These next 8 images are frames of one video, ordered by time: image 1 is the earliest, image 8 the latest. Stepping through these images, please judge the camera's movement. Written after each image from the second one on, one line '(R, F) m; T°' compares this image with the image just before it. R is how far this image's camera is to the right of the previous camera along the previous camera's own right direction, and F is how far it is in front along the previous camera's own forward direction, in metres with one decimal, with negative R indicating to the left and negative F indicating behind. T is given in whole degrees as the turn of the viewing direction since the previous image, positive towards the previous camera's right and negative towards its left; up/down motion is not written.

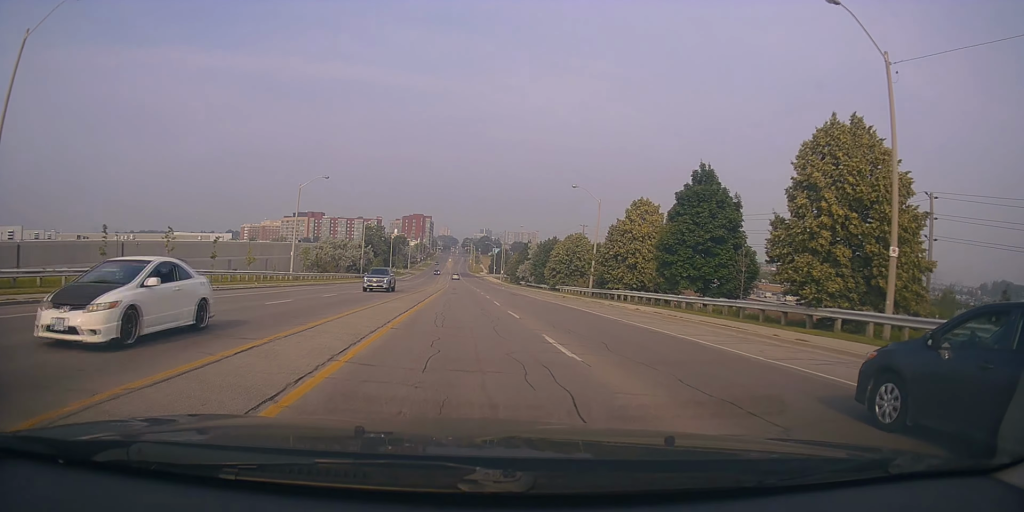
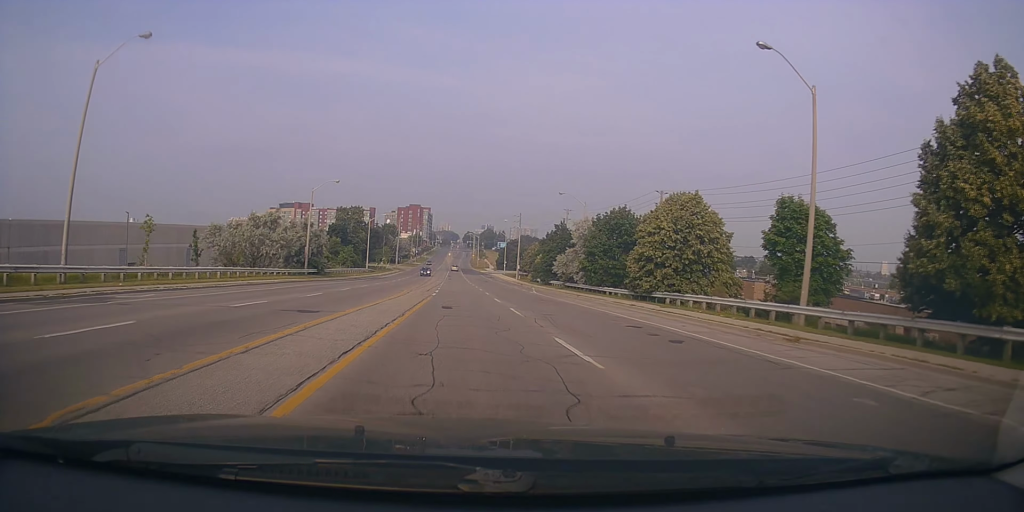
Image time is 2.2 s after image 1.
(+1.3, +38.6) m; +3°
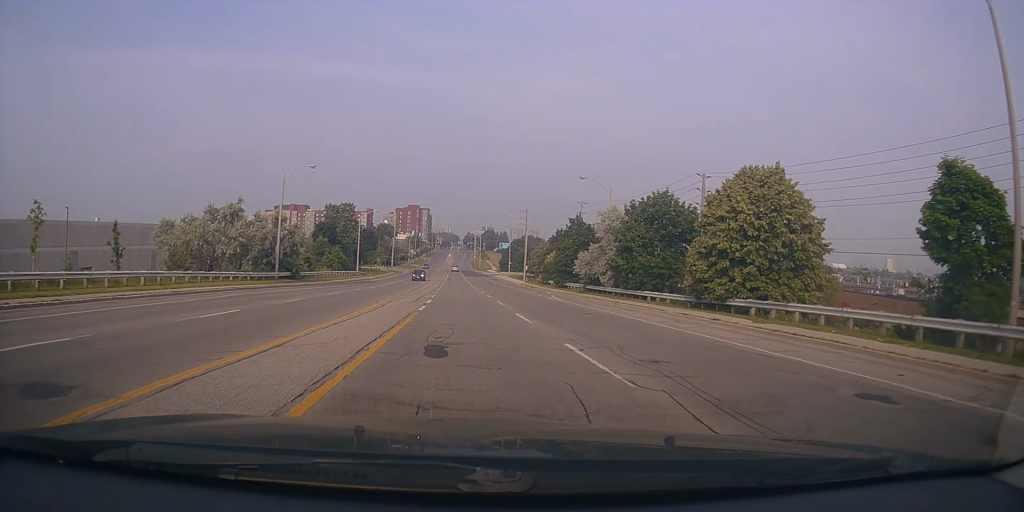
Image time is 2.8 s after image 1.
(0.0, +11.2) m; -1°
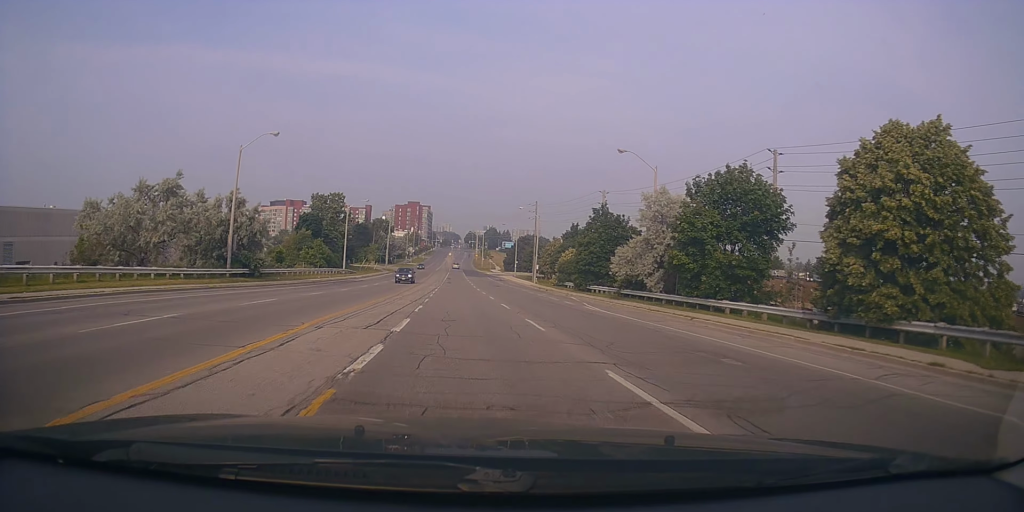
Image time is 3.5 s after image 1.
(0.0, +12.4) m; -1°
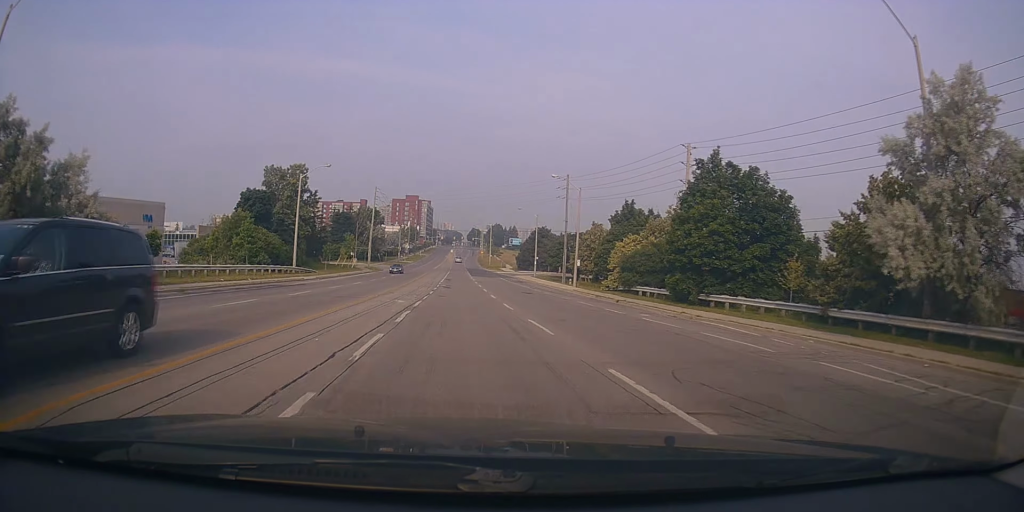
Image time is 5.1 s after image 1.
(-0.8, +27.8) m; 0°
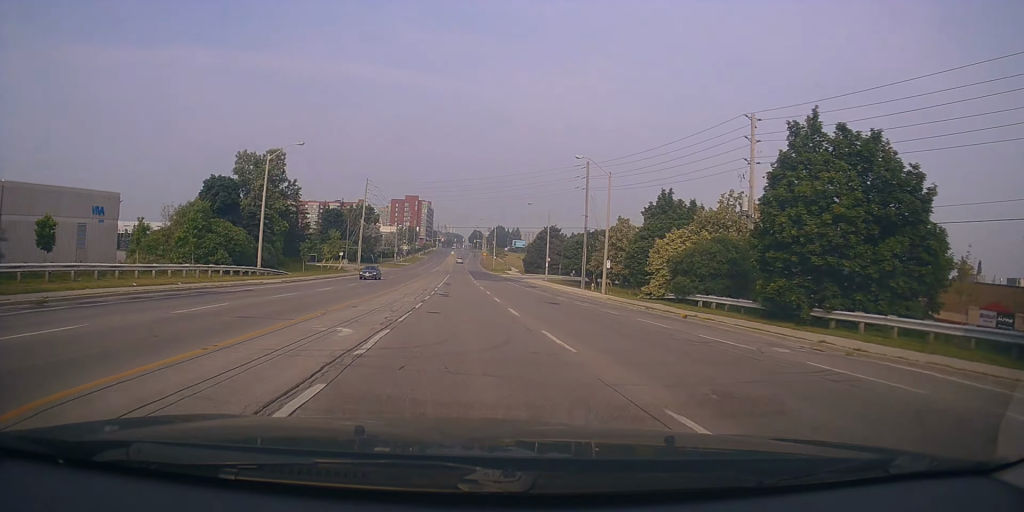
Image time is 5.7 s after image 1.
(+0.2, +11.2) m; 0°
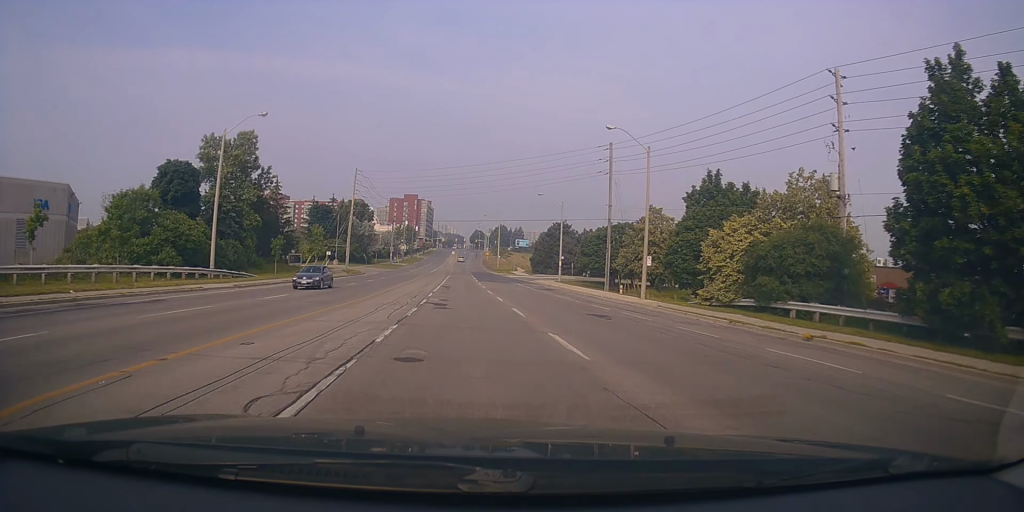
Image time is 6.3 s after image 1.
(+0.3, +10.0) m; 0°
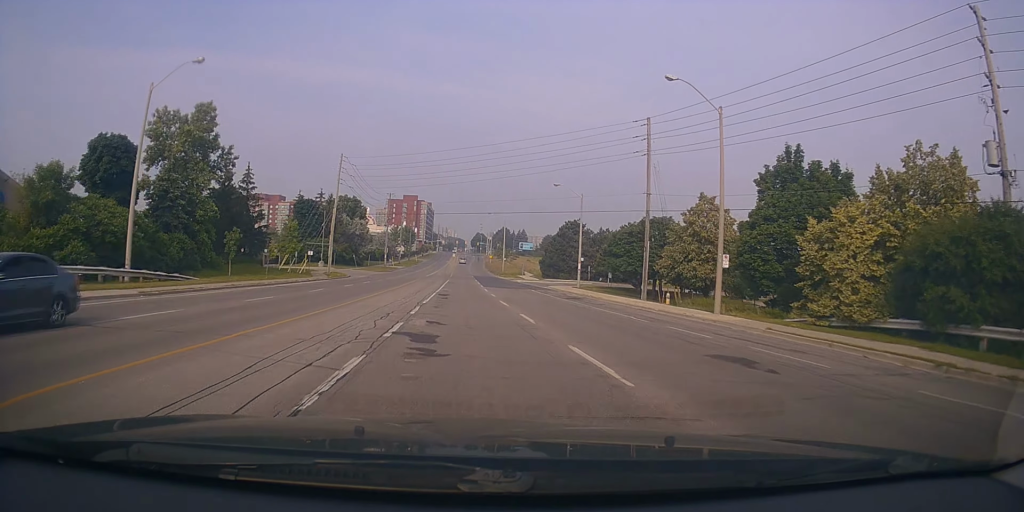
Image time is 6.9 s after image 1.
(-0.3, +11.2) m; -1°
